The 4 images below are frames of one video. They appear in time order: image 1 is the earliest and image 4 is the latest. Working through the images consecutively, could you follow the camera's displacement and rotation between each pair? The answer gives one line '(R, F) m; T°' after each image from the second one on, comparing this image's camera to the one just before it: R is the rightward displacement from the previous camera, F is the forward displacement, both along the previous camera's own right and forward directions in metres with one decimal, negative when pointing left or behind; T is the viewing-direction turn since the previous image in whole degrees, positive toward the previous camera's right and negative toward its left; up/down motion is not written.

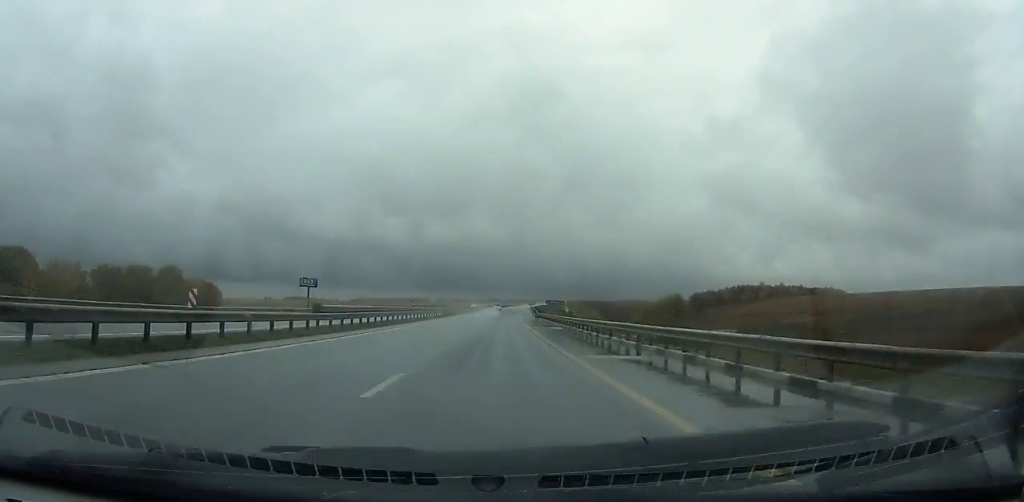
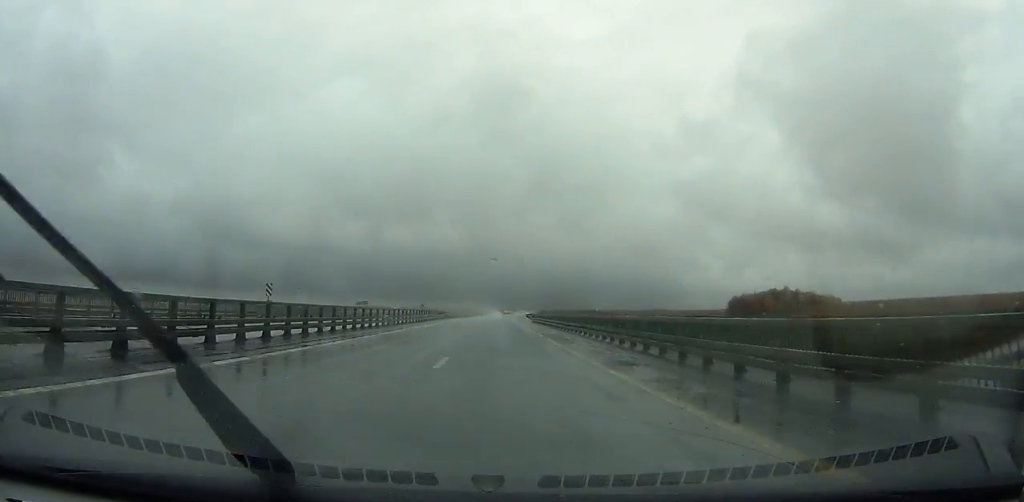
(+1.6, +114.1) m; +2°
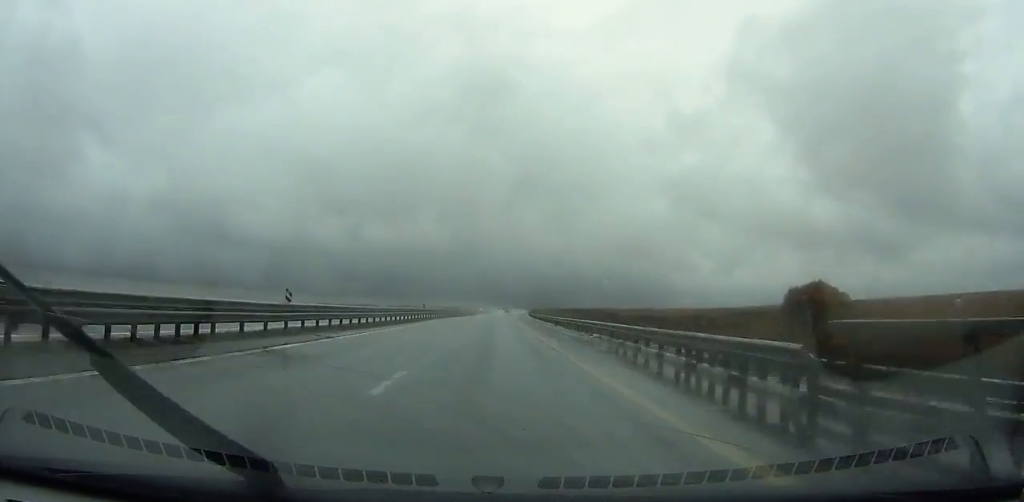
(+0.8, +75.8) m; +1°
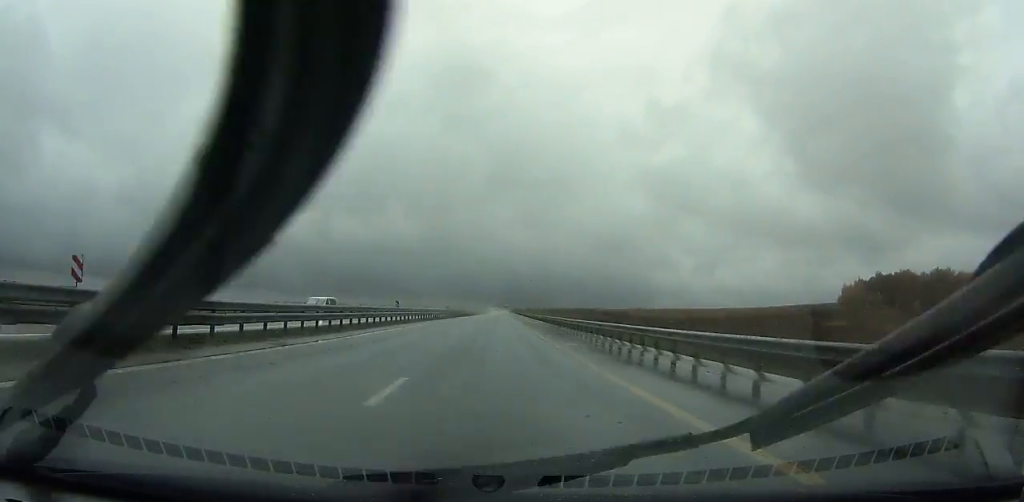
(+1.5, +93.4) m; +2°
